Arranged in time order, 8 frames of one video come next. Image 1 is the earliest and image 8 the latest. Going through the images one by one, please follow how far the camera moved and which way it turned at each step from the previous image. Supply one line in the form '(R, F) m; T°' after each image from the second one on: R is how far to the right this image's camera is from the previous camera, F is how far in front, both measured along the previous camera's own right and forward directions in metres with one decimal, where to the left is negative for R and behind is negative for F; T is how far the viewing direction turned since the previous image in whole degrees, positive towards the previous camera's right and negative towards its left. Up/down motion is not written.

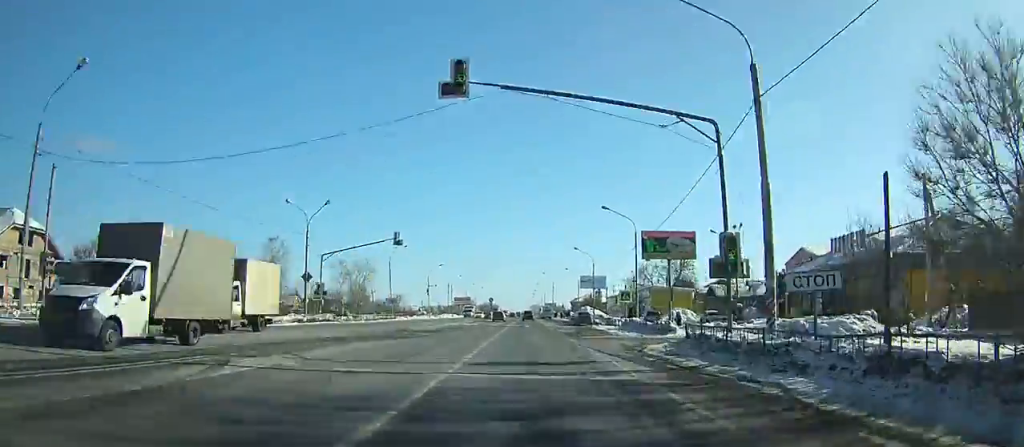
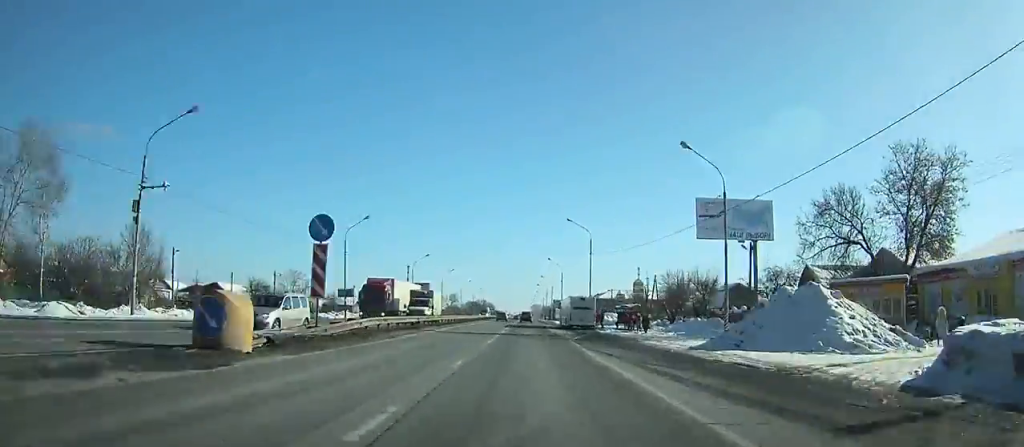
(+0.1, +92.1) m; 0°
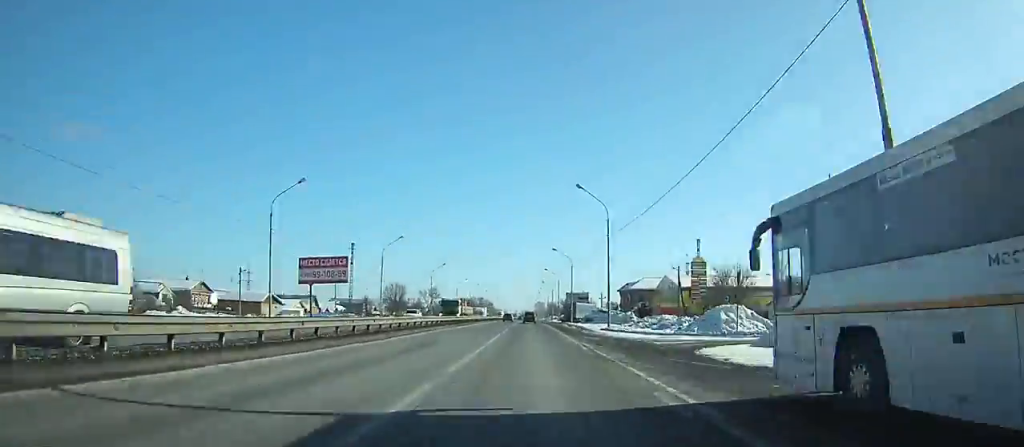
(0.0, +56.6) m; 0°
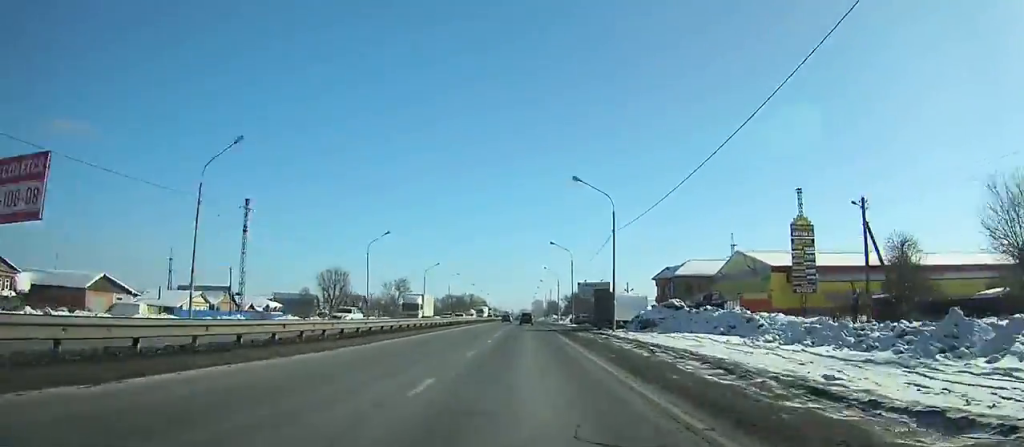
(0.0, +45.9) m; 0°
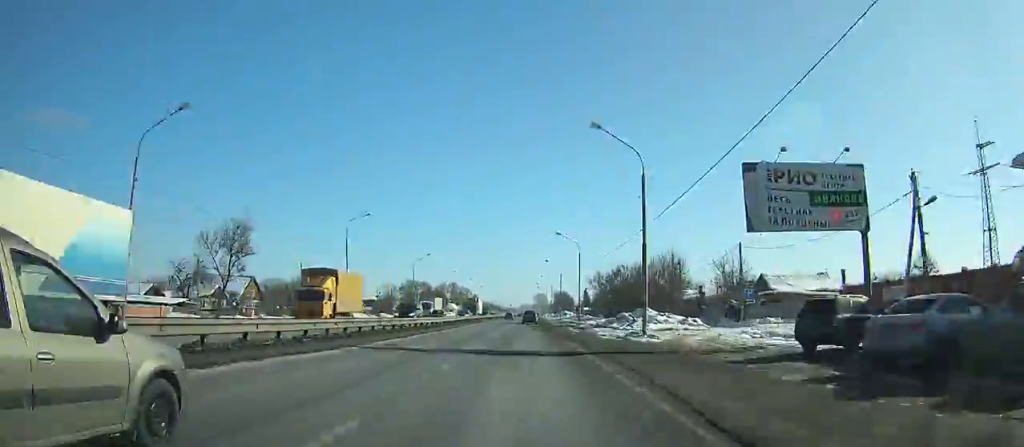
(0.0, +85.5) m; 0°
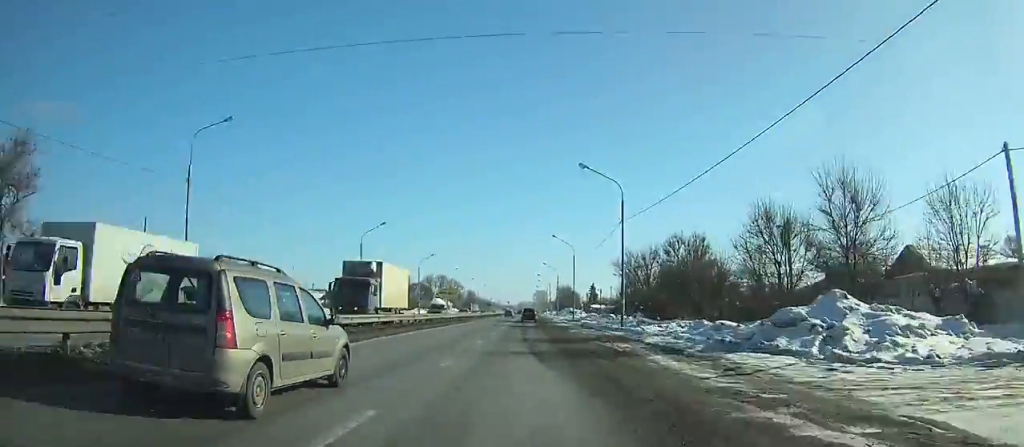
(0.0, +32.3) m; 0°
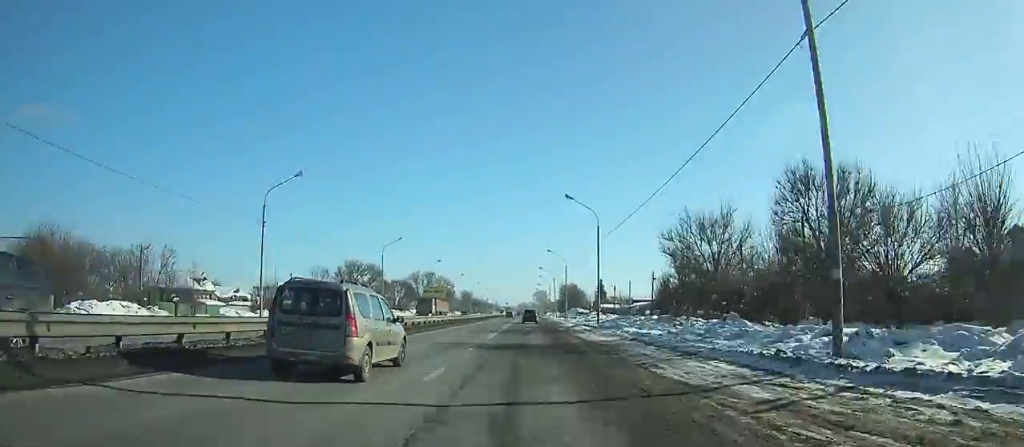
(0.0, +26.8) m; 0°
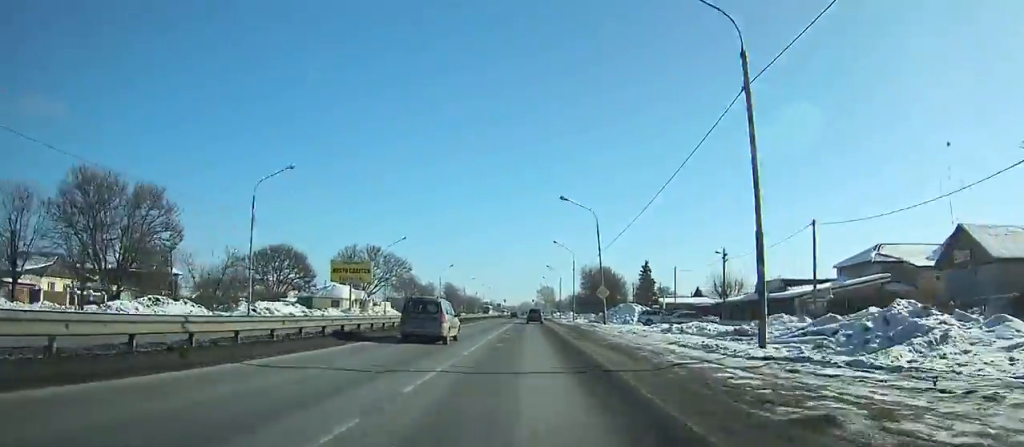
(+0.1, +76.0) m; 0°
